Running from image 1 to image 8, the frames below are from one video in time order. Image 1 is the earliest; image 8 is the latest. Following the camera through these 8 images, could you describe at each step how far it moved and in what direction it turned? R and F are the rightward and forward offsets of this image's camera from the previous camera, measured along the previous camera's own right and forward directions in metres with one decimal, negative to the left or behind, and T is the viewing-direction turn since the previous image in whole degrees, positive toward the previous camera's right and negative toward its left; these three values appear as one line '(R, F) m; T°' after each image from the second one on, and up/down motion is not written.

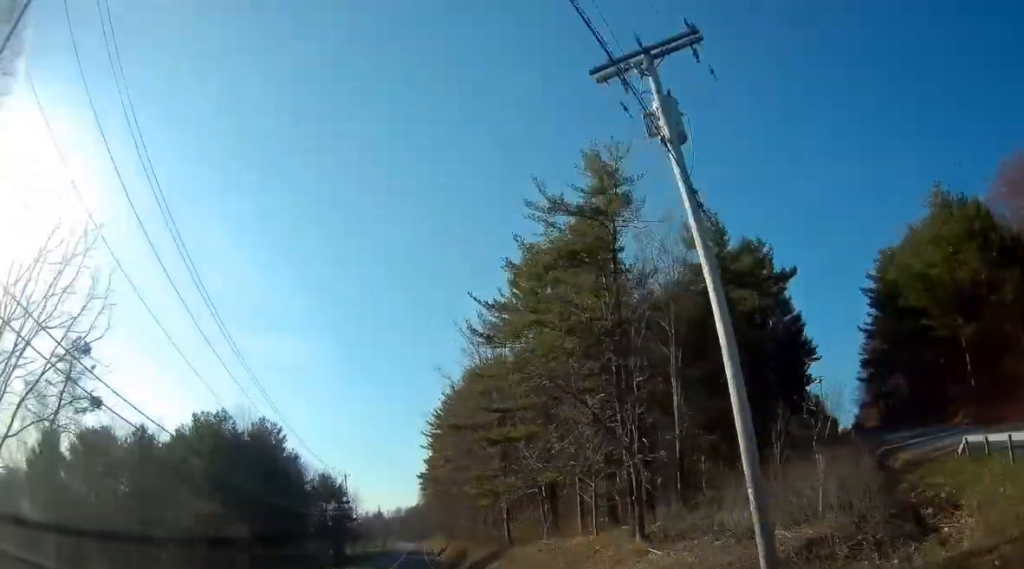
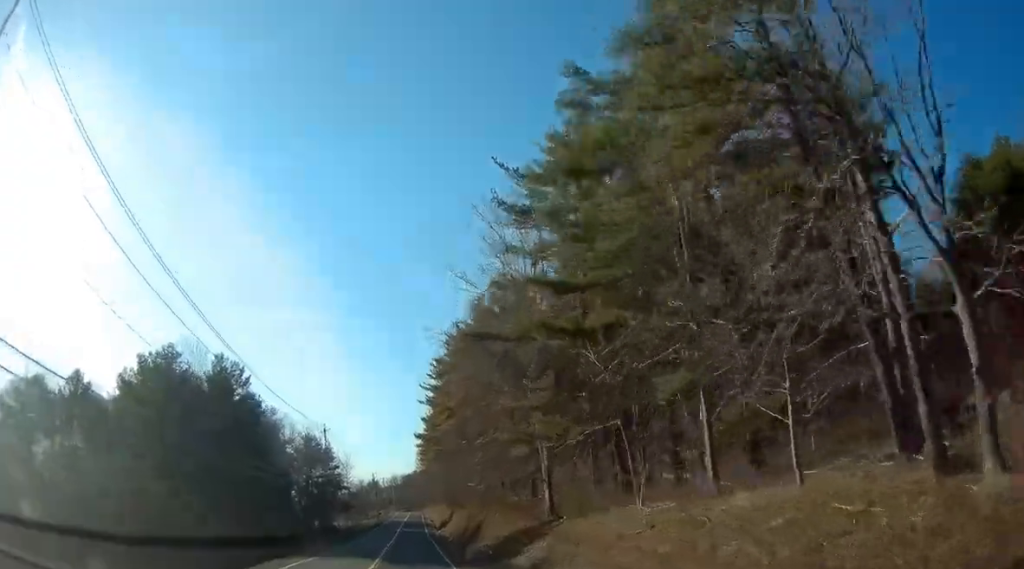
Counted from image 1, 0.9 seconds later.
(0.0, +15.7) m; +1°
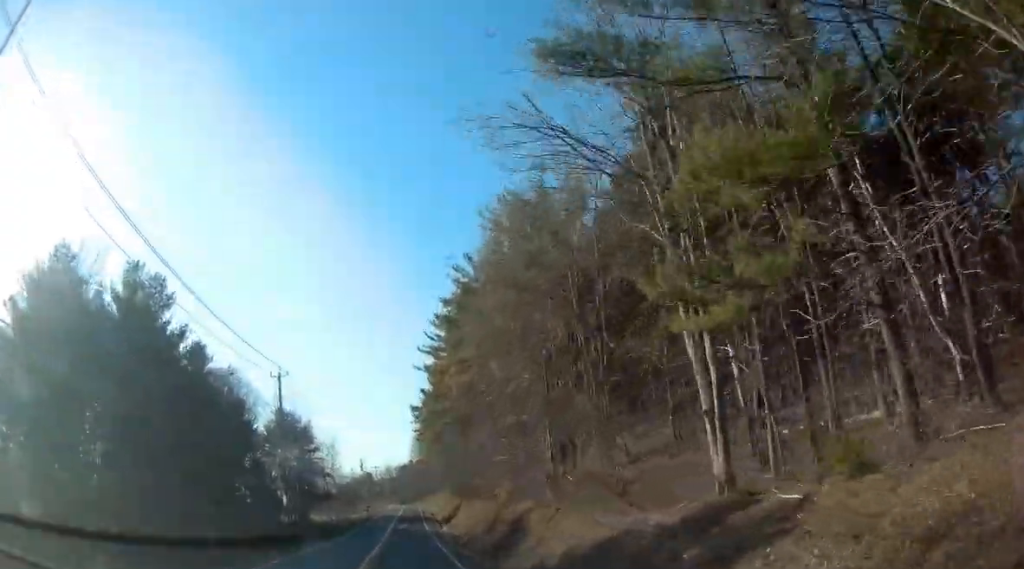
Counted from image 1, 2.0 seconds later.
(+0.2, +19.1) m; 0°
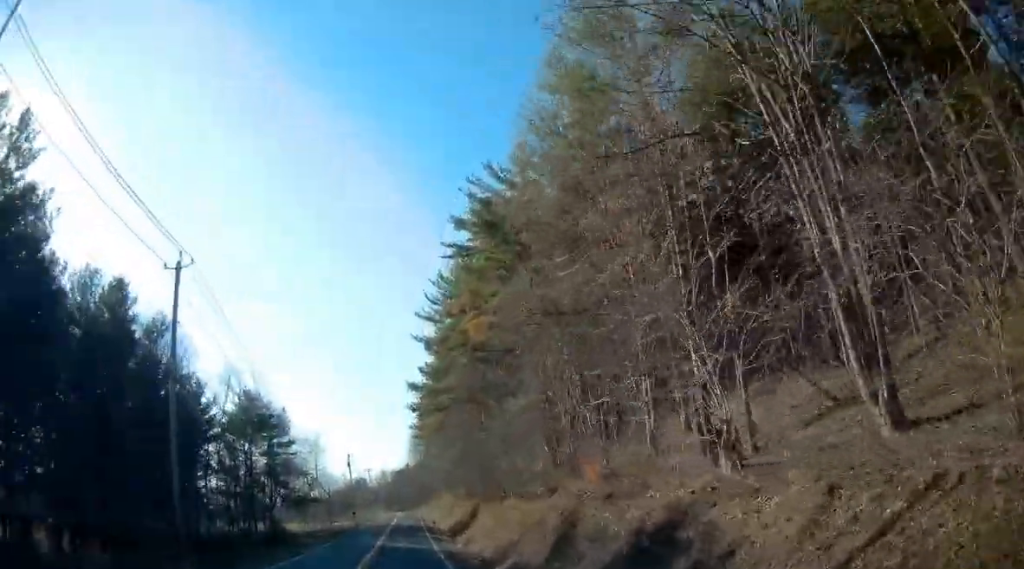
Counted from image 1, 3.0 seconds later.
(-0.2, +17.8) m; +1°
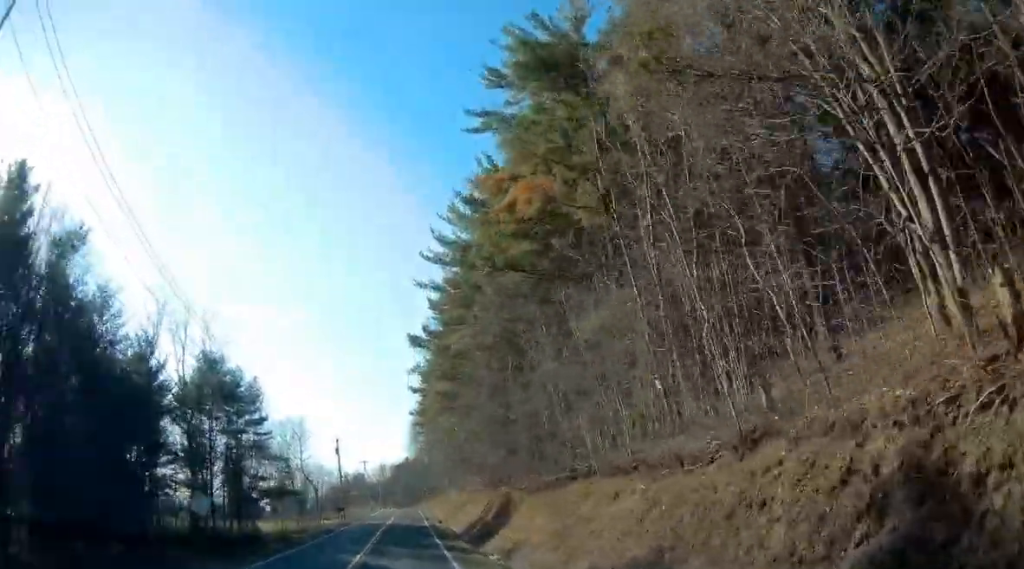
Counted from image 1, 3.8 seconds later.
(+0.3, +15.2) m; +1°
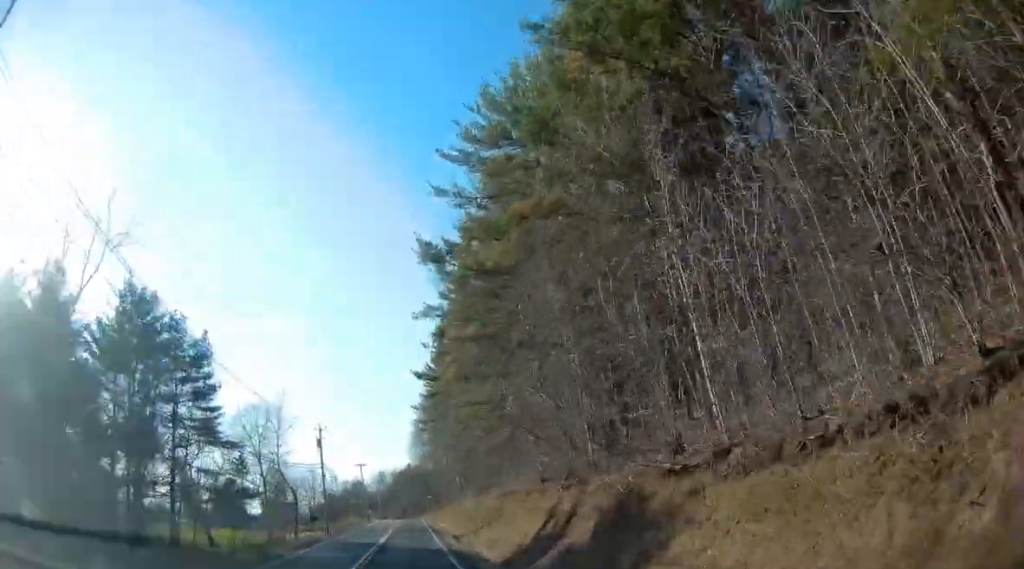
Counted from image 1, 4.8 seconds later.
(+0.1, +18.0) m; 0°
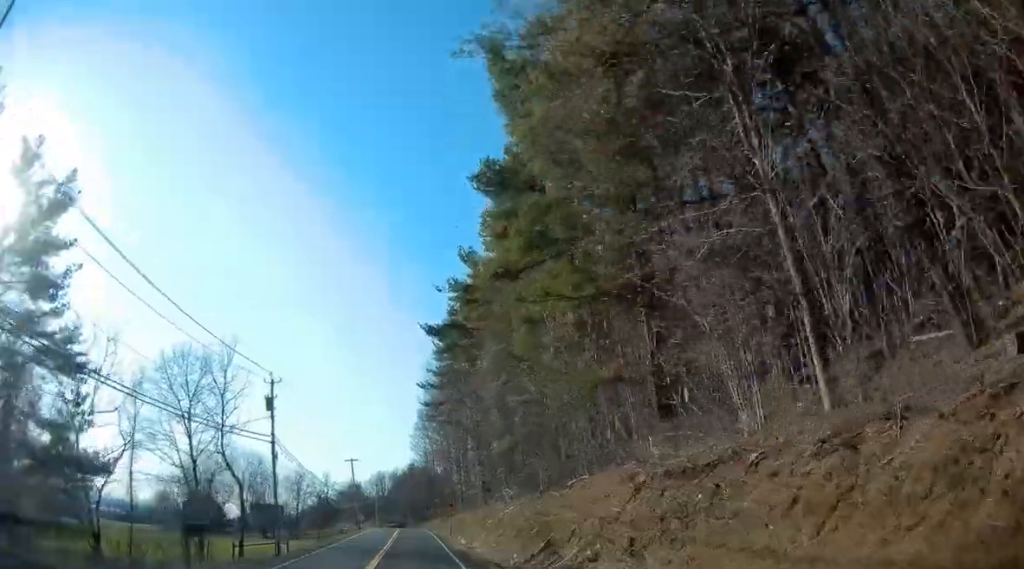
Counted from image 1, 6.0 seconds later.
(0.0, +23.3) m; 0°
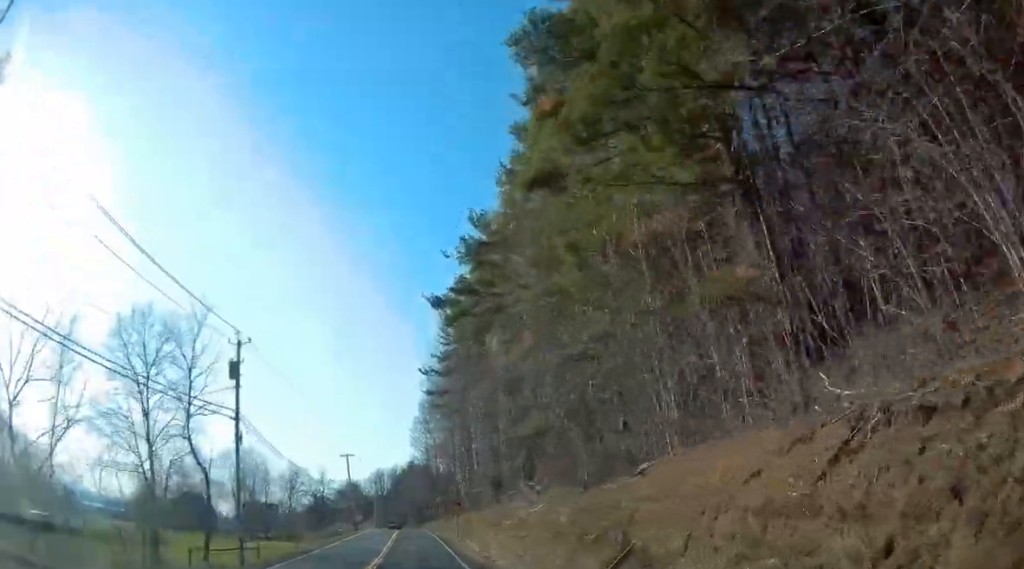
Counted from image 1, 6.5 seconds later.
(0.0, +8.2) m; 0°
